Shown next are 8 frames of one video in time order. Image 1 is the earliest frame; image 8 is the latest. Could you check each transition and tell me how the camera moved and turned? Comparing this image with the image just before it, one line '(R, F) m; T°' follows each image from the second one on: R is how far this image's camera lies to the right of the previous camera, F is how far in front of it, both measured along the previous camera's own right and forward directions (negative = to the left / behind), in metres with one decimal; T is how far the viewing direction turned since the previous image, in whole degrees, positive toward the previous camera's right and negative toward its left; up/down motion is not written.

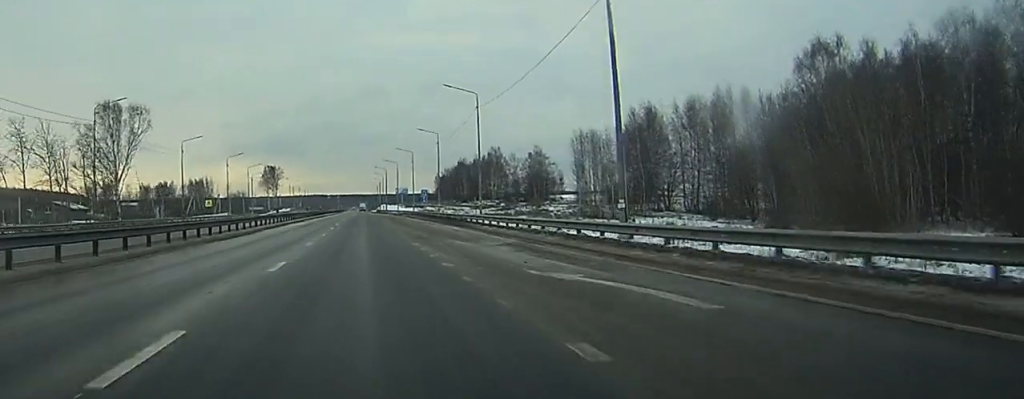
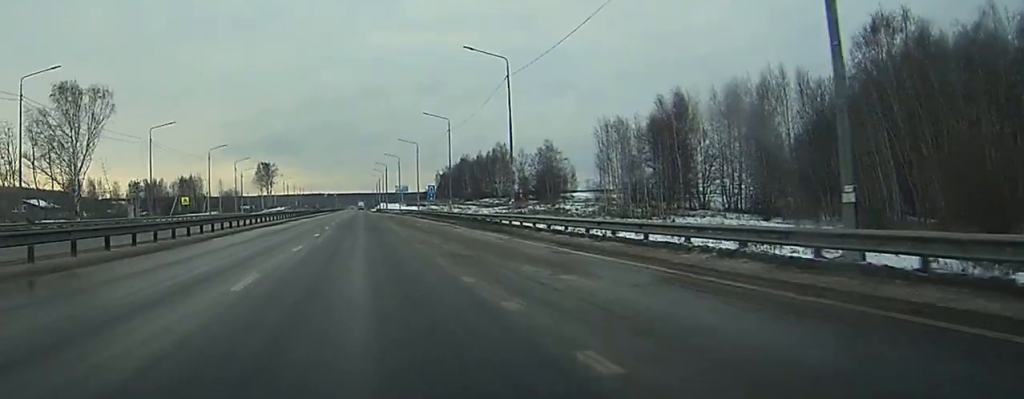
(0.0, +16.5) m; 0°
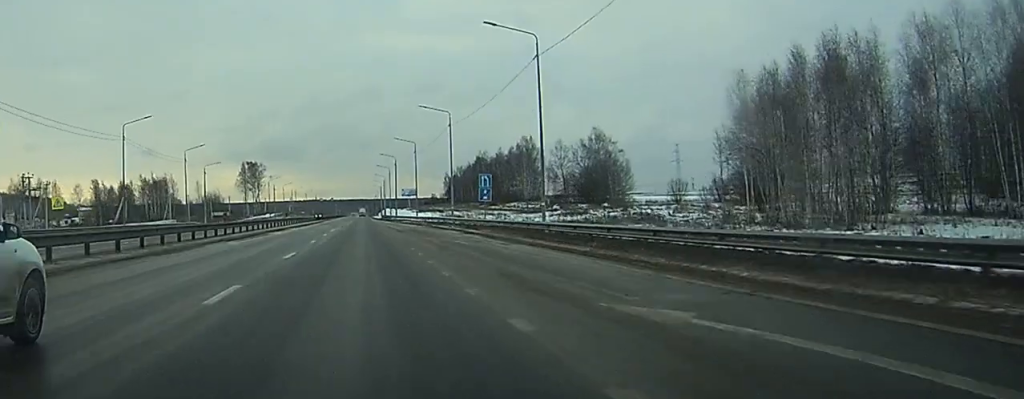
(+0.1, +49.8) m; 0°
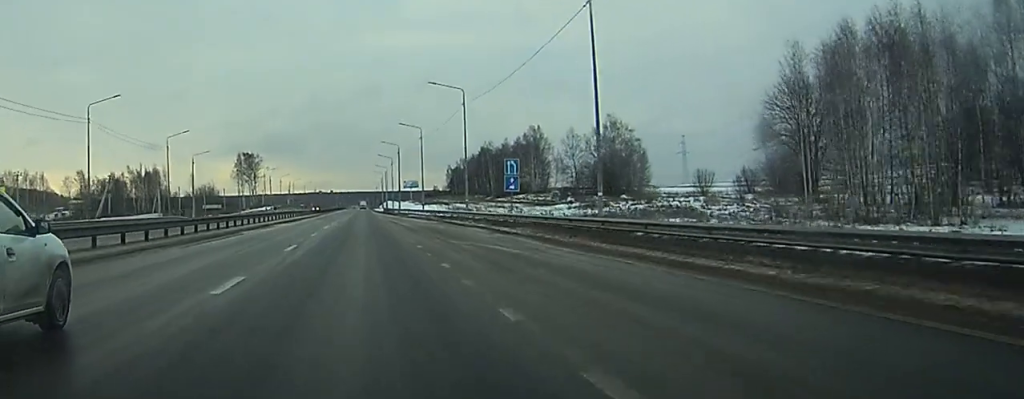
(0.0, +11.4) m; 0°
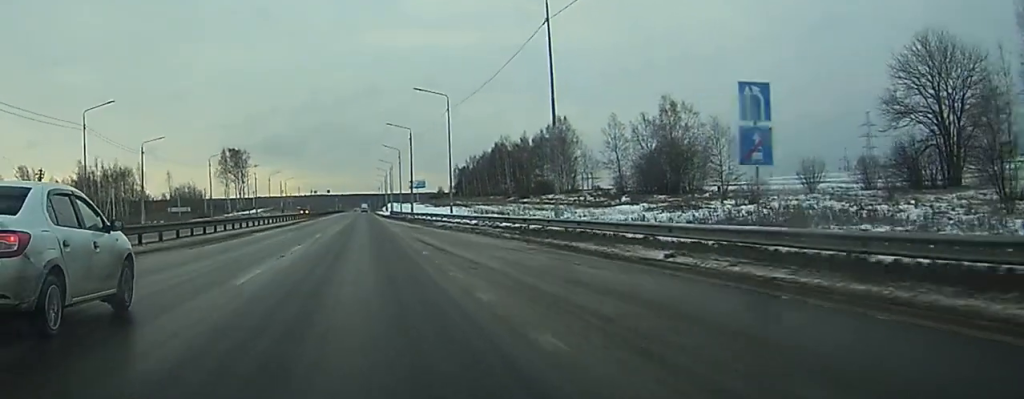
(0.0, +33.3) m; 0°
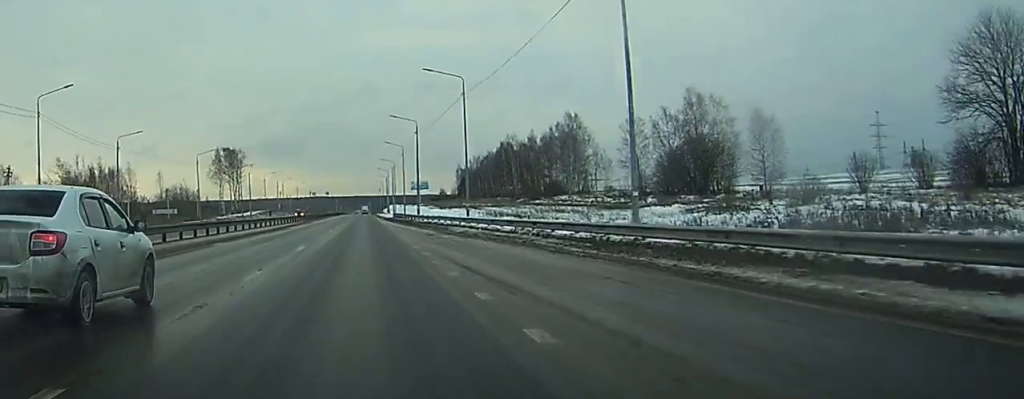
(0.0, +11.4) m; 0°
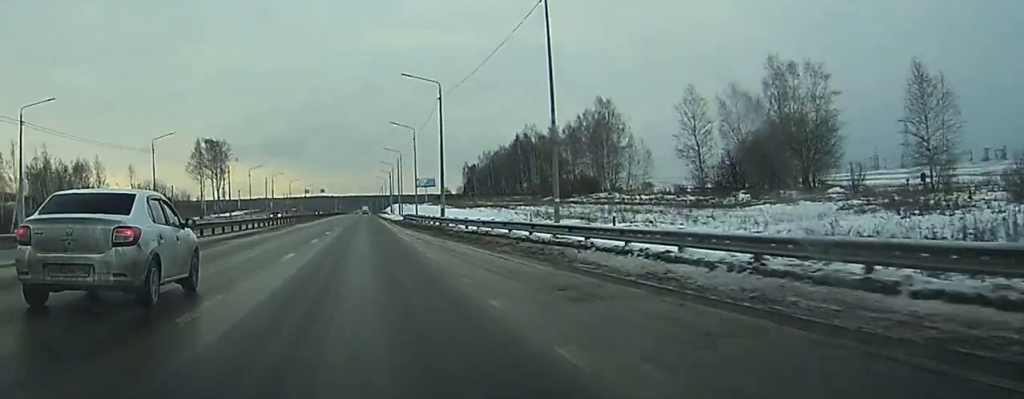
(0.0, +29.1) m; 0°
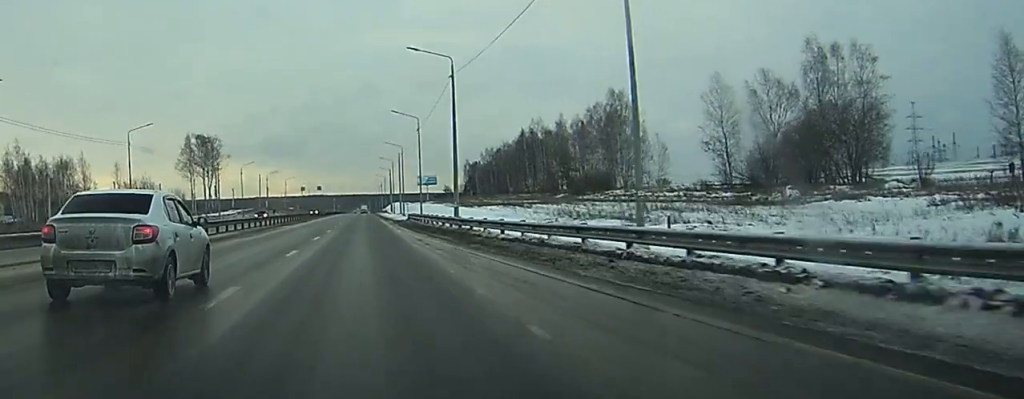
(0.0, +10.6) m; 0°
